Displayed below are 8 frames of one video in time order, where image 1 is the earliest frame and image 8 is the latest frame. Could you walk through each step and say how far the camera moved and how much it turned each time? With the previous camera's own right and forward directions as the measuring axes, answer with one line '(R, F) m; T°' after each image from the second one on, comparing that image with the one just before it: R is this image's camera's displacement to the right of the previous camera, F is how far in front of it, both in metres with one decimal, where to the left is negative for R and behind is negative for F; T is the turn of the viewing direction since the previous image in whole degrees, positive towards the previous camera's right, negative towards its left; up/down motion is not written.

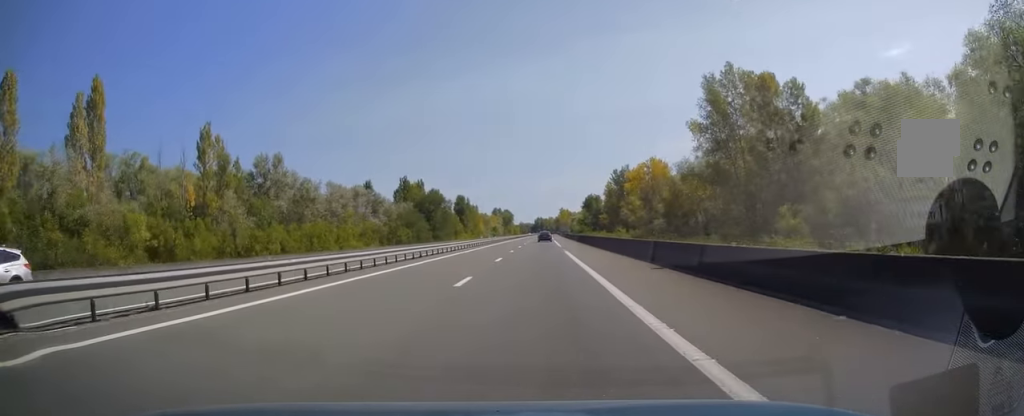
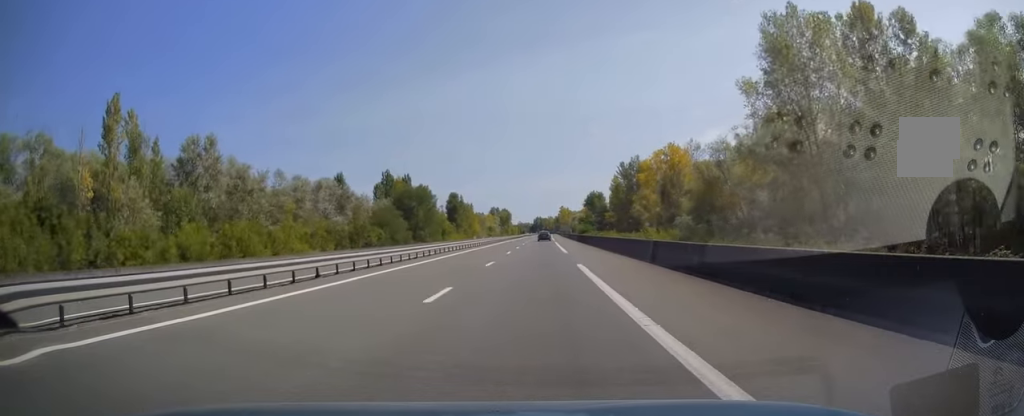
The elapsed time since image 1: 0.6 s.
(-0.1, +16.8) m; 0°
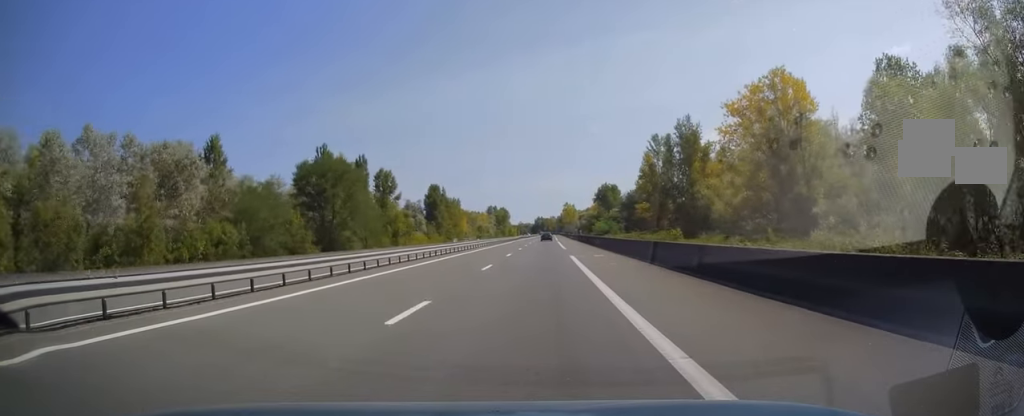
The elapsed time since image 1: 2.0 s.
(+0.4, +42.8) m; +1°
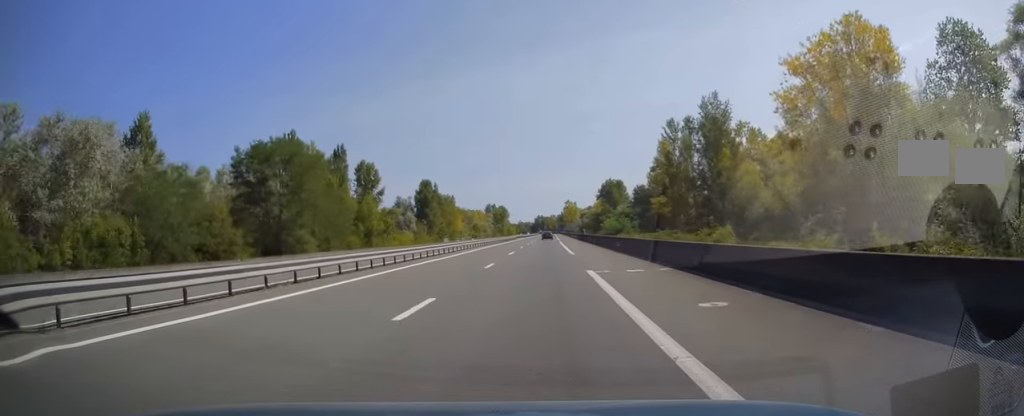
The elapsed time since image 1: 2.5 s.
(0.0, +13.3) m; 0°
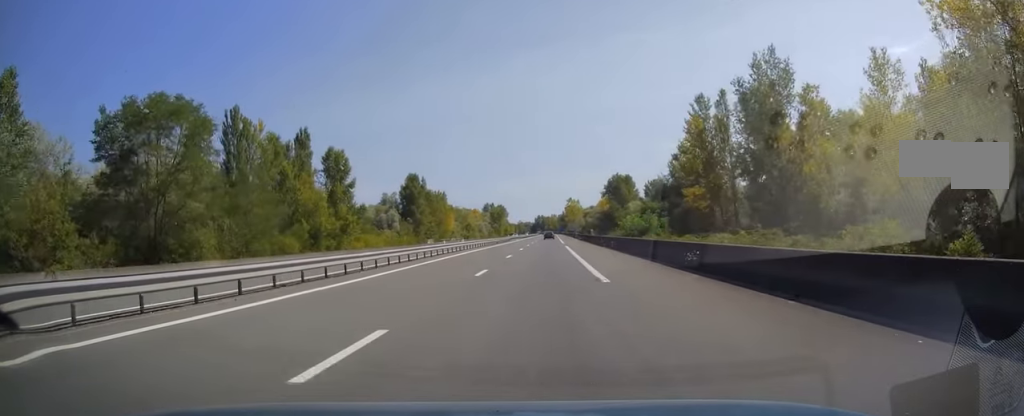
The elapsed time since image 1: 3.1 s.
(0.0, +17.7) m; 0°
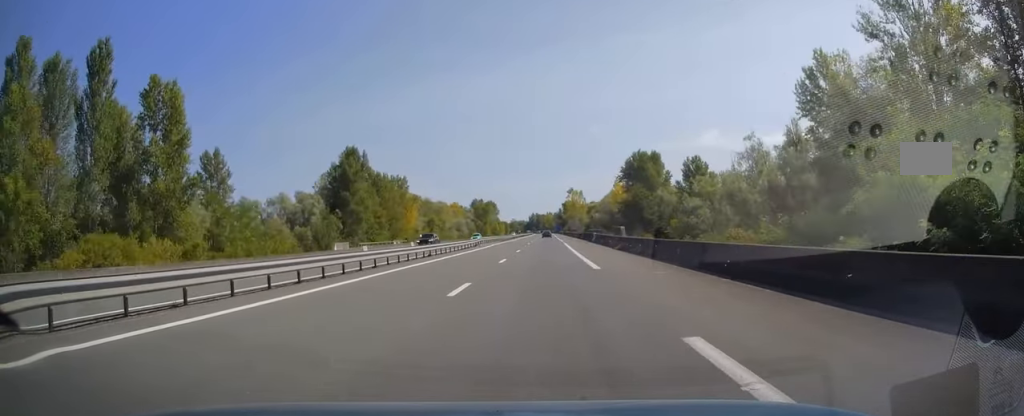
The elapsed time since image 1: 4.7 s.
(-0.3, +46.8) m; 0°
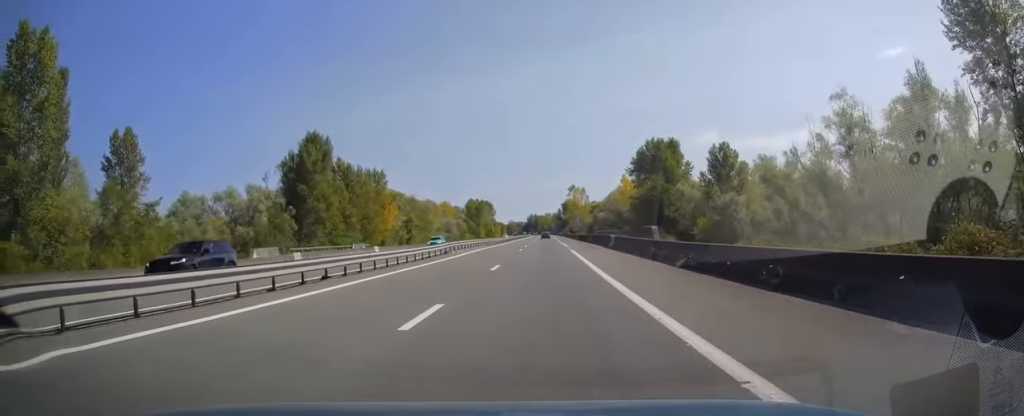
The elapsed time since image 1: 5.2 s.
(+0.2, +17.7) m; +1°
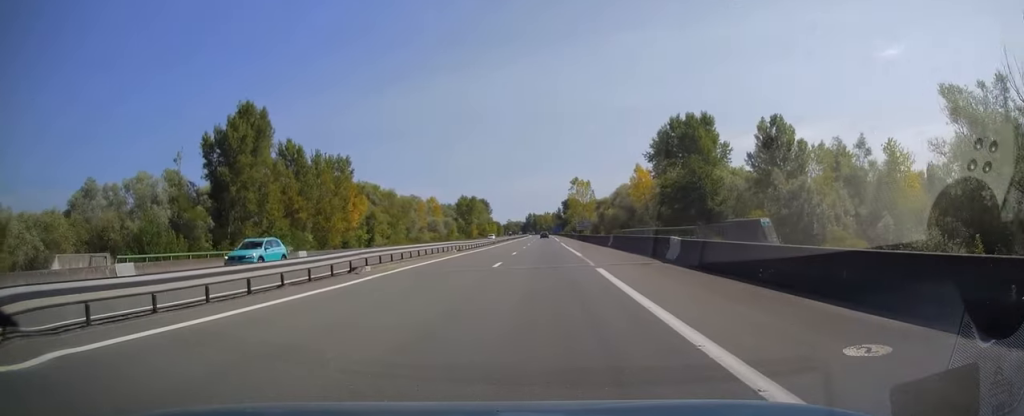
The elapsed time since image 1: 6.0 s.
(+0.1, +21.2) m; 0°
